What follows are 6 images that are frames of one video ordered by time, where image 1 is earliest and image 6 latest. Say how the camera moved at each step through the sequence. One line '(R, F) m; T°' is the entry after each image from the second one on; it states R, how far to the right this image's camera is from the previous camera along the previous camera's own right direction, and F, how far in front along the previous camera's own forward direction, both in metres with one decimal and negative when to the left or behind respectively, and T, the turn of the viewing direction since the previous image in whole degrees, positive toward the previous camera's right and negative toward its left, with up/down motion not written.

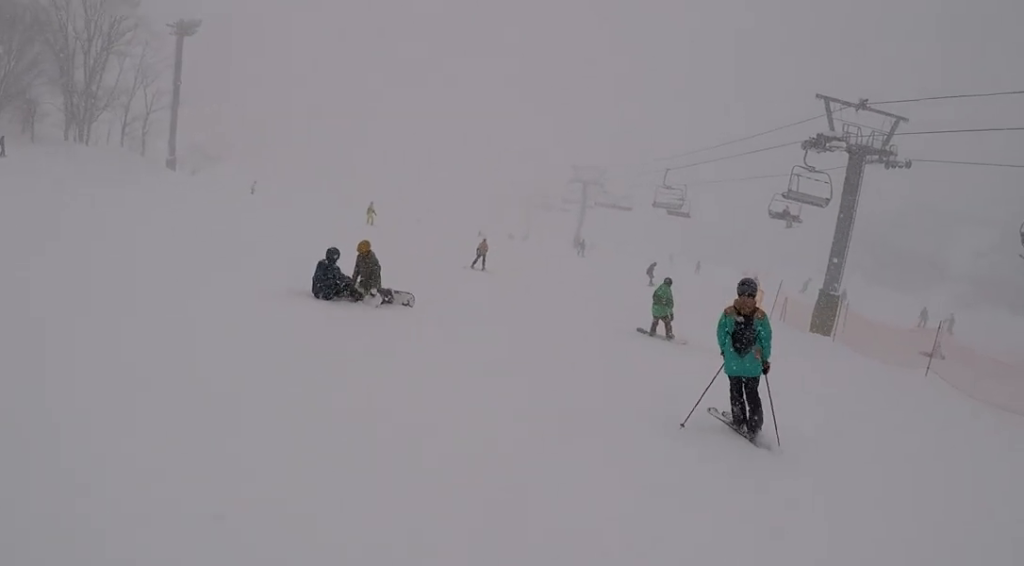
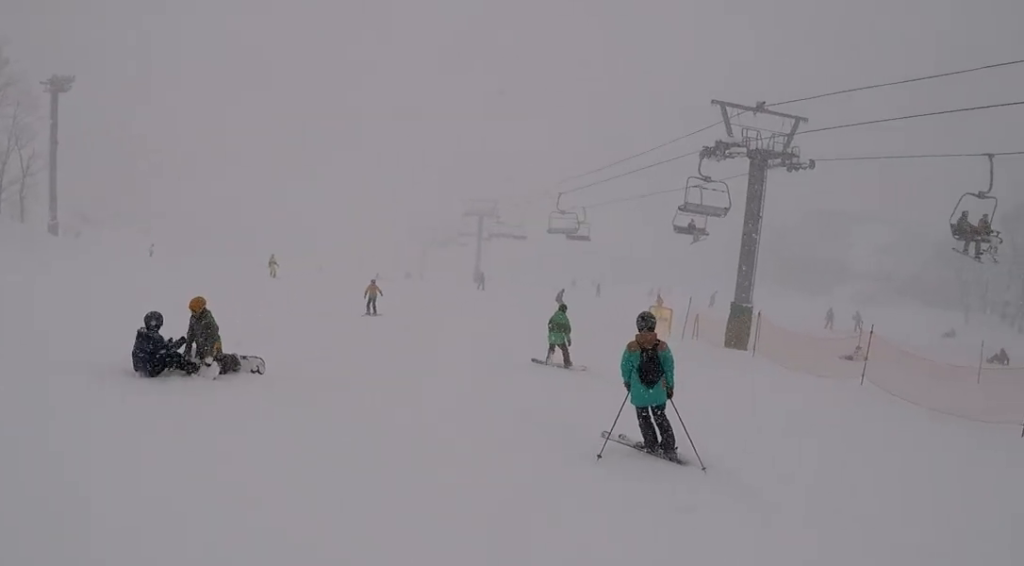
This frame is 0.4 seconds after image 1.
(+0.2, +2.2) m; -5°
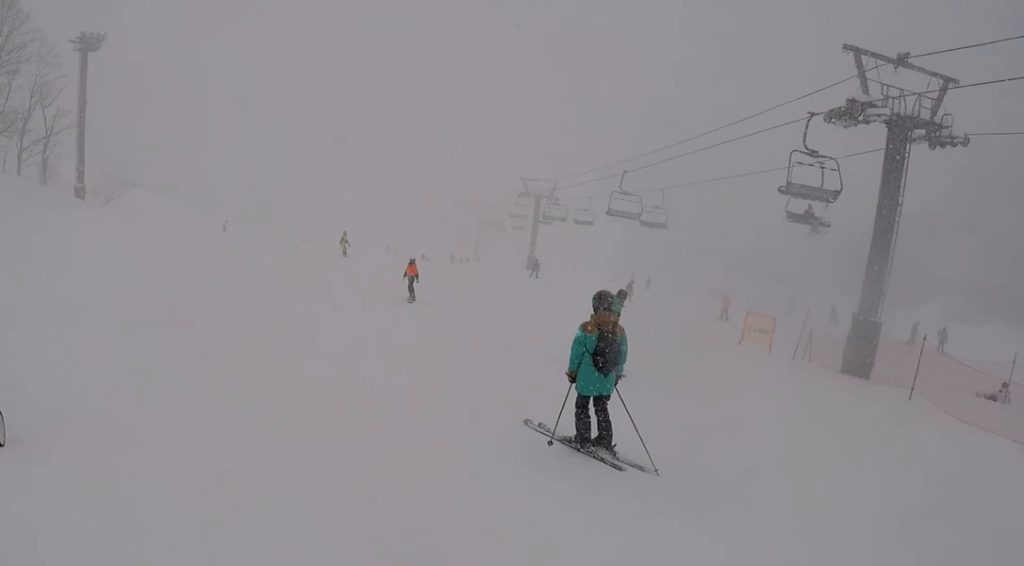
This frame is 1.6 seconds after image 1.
(-1.4, +5.7) m; -18°
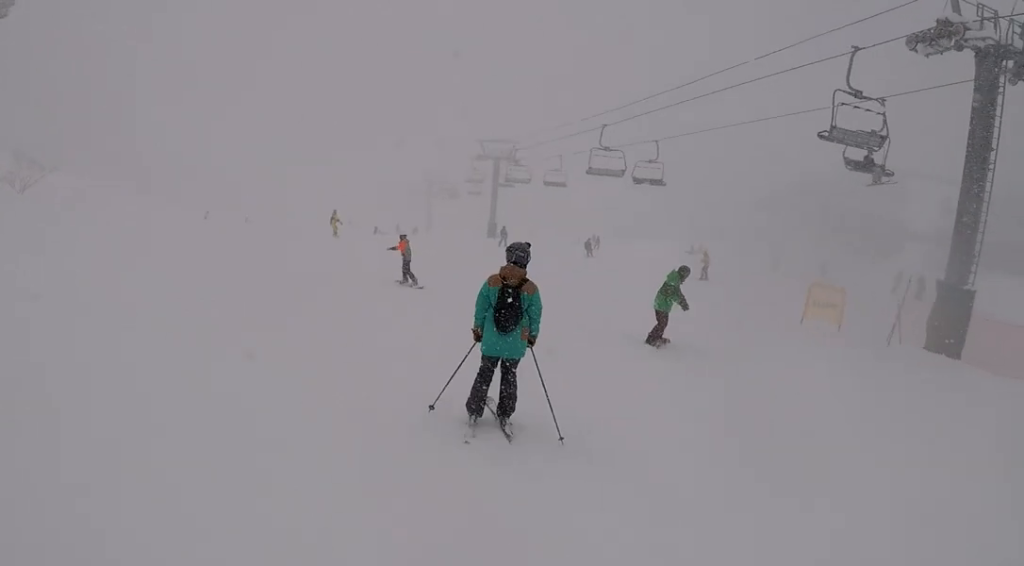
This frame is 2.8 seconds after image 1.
(+0.2, +6.2) m; +13°
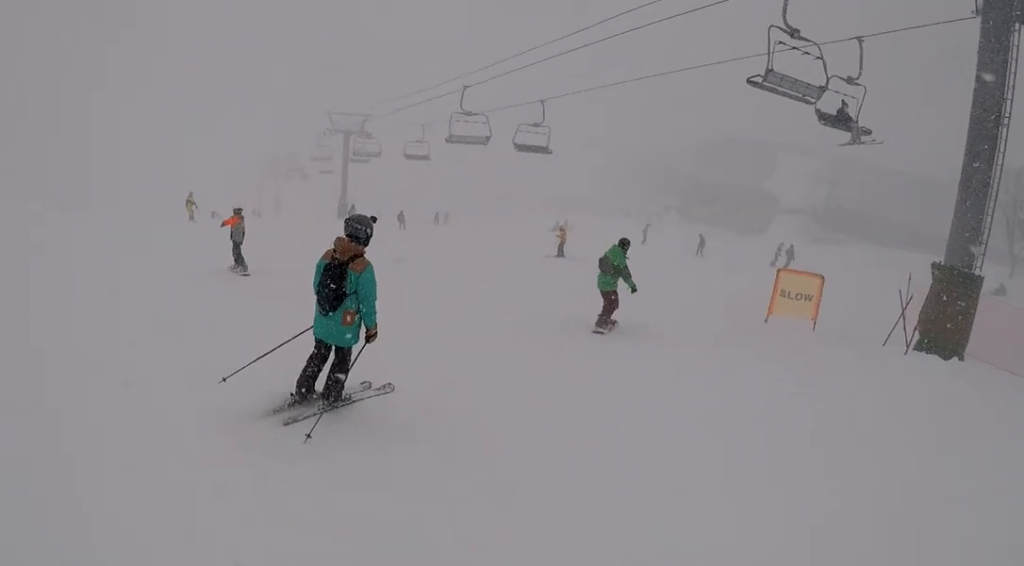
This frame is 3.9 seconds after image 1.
(+1.3, +5.5) m; +24°
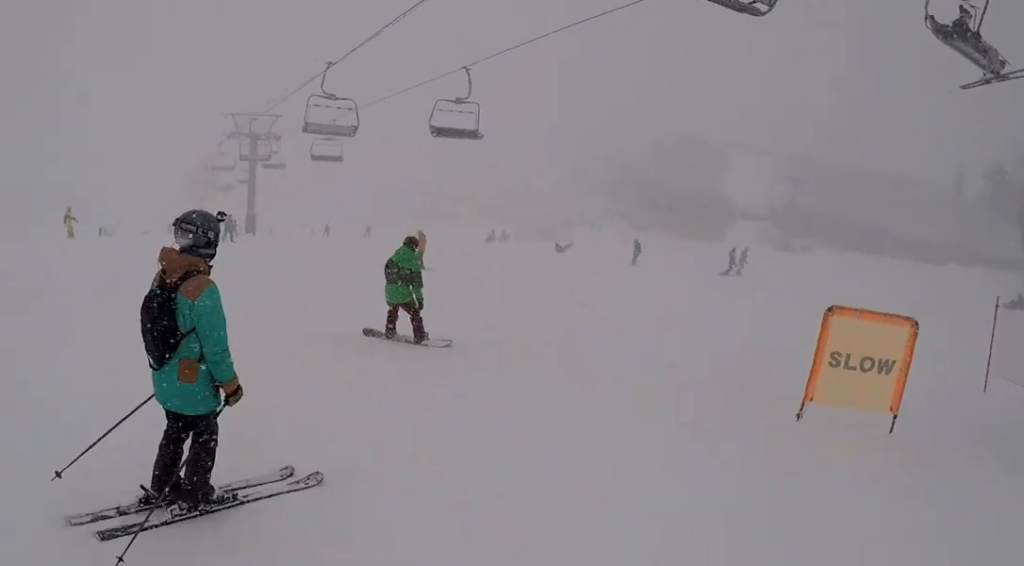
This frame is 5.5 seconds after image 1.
(+0.9, +8.3) m; +9°
